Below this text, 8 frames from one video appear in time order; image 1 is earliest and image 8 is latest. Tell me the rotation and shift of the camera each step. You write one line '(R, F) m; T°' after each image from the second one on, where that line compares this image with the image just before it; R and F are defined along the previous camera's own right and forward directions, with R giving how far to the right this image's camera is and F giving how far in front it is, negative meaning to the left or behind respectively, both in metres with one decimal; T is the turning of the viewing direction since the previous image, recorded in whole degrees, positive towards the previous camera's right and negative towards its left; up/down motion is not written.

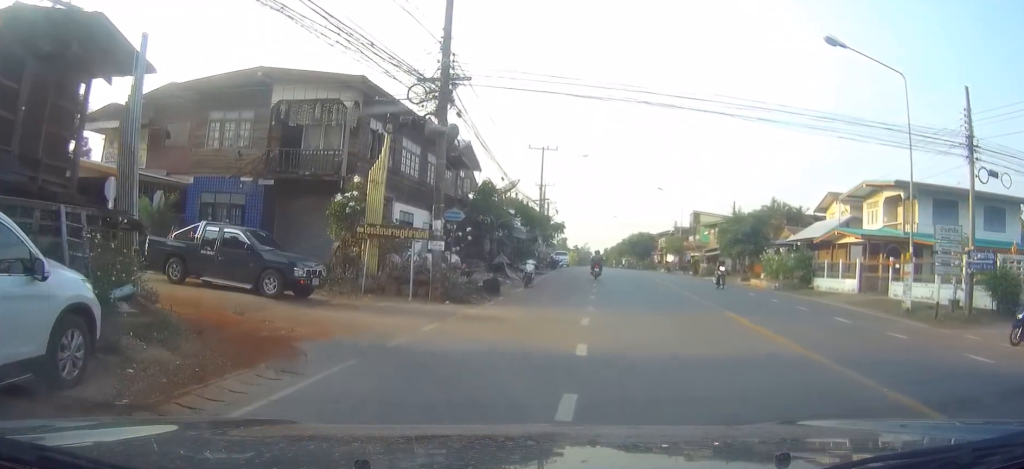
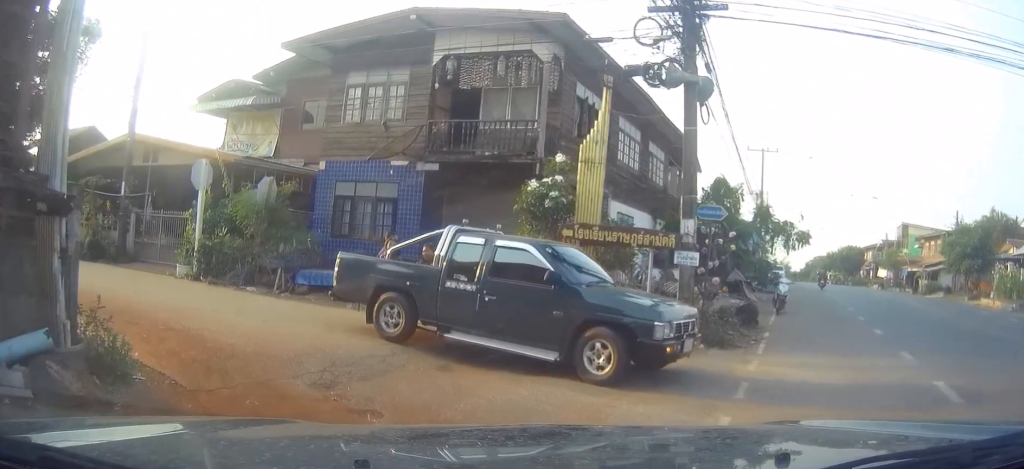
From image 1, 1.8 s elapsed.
(-1.1, +7.3) m; -19°
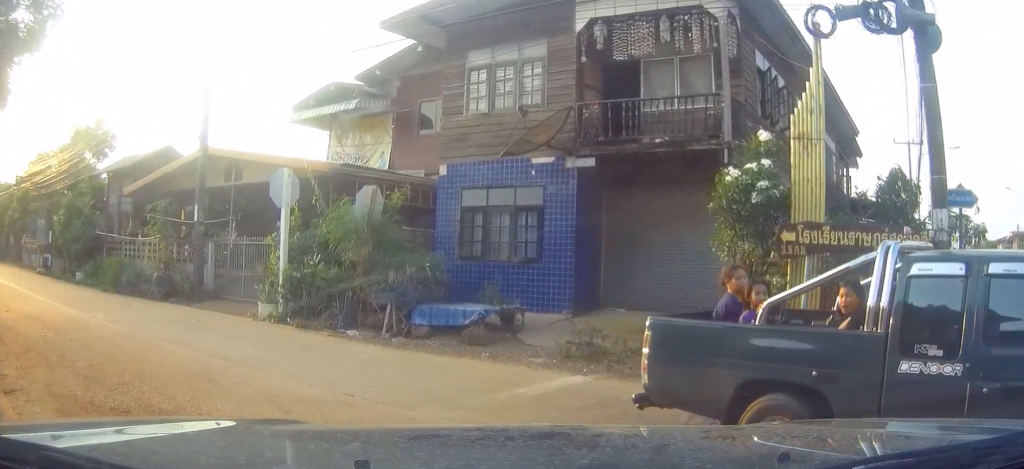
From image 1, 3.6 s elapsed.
(-0.6, +4.1) m; -19°
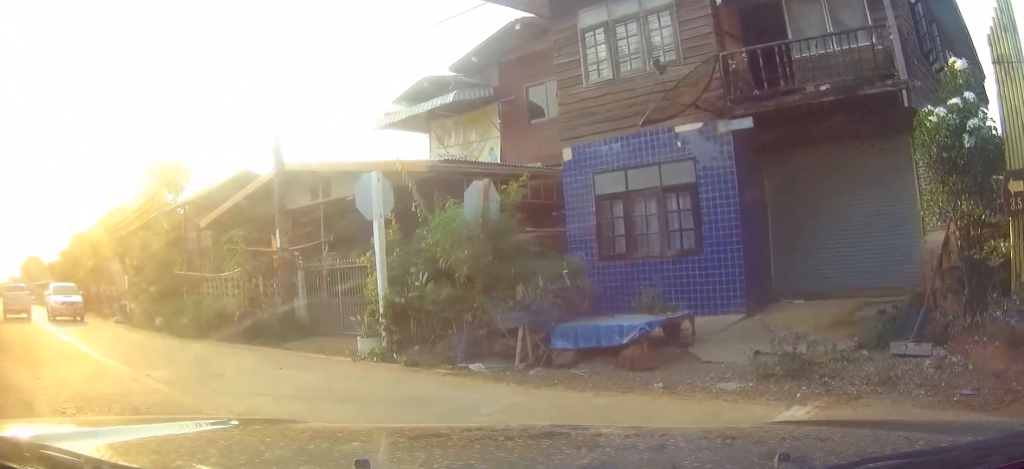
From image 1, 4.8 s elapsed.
(-0.2, +2.3) m; -8°
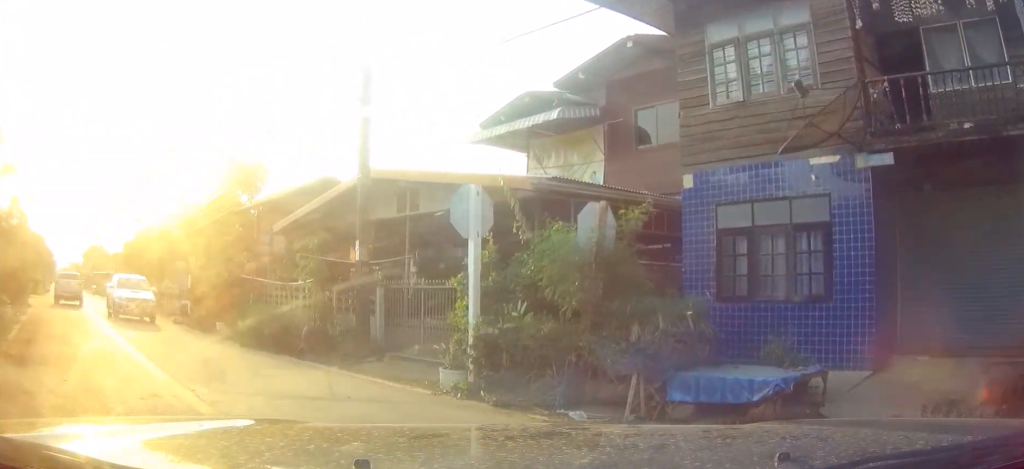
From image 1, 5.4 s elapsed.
(0.0, +1.1) m; -6°
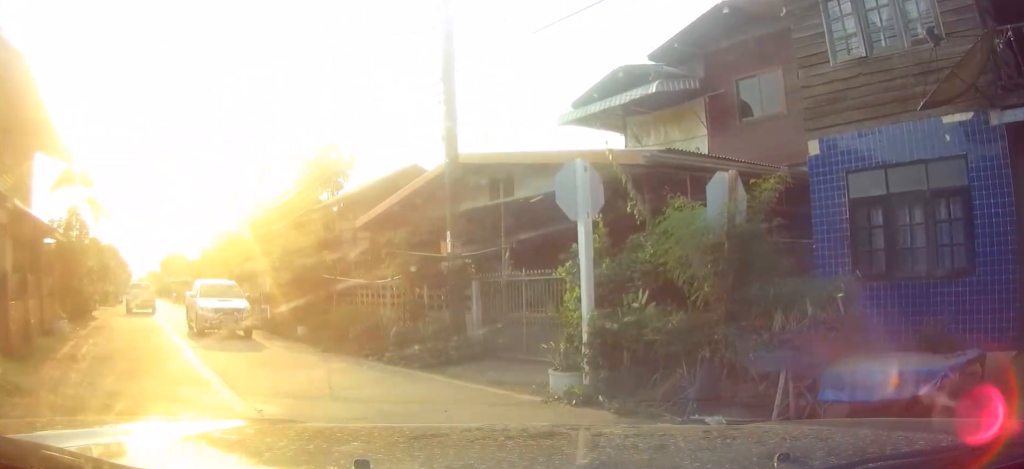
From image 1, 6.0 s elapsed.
(-0.1, +1.3) m; -11°
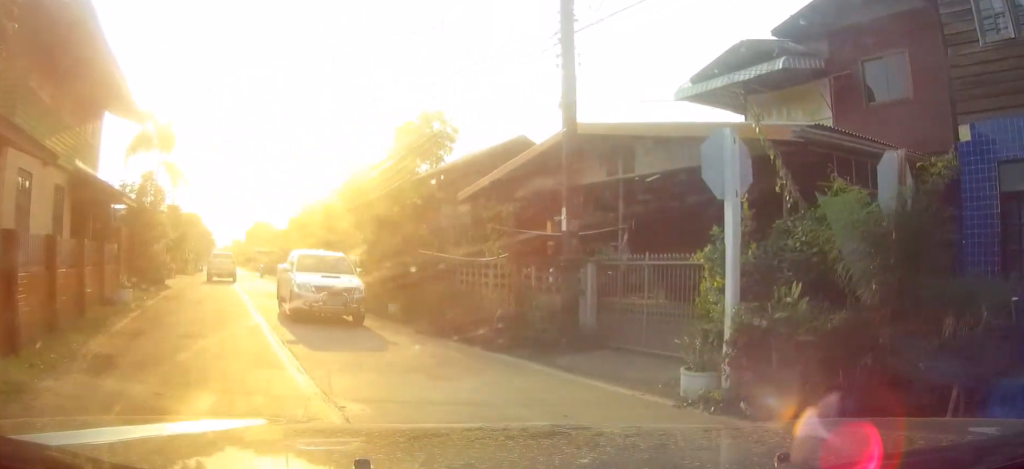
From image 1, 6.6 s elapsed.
(0.0, +1.2) m; -10°
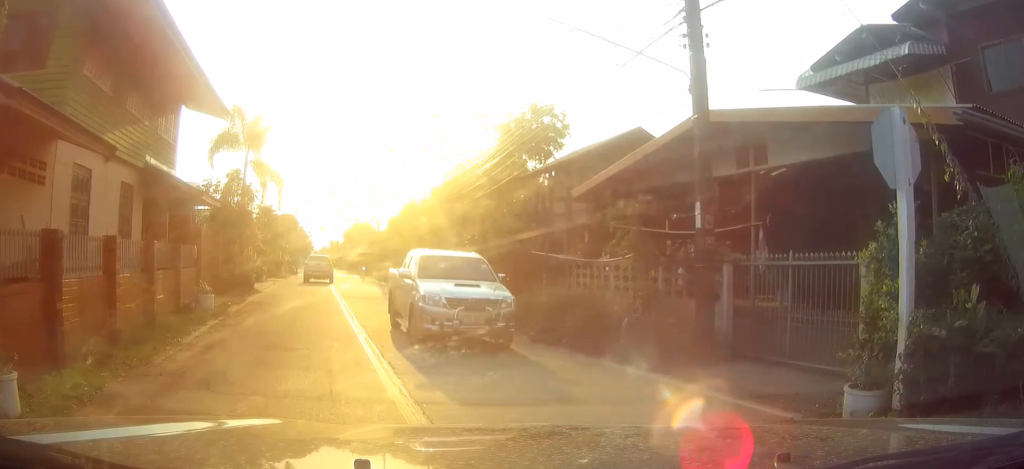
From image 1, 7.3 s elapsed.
(-0.2, +1.4) m; -6°
